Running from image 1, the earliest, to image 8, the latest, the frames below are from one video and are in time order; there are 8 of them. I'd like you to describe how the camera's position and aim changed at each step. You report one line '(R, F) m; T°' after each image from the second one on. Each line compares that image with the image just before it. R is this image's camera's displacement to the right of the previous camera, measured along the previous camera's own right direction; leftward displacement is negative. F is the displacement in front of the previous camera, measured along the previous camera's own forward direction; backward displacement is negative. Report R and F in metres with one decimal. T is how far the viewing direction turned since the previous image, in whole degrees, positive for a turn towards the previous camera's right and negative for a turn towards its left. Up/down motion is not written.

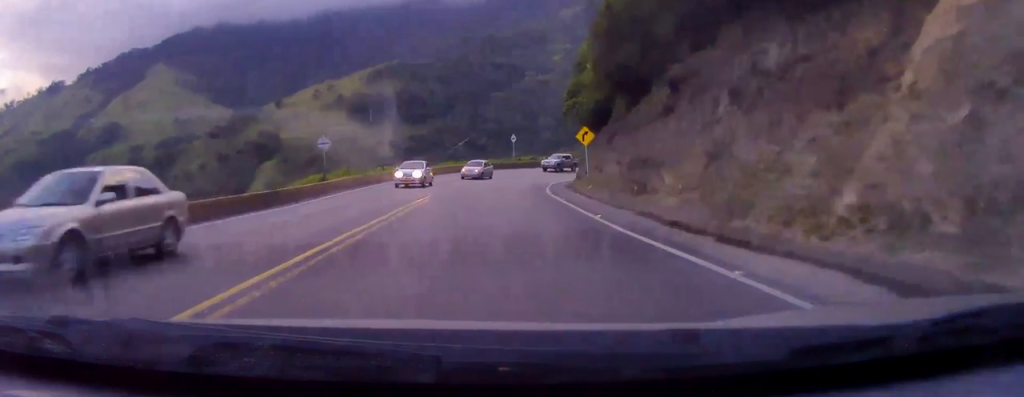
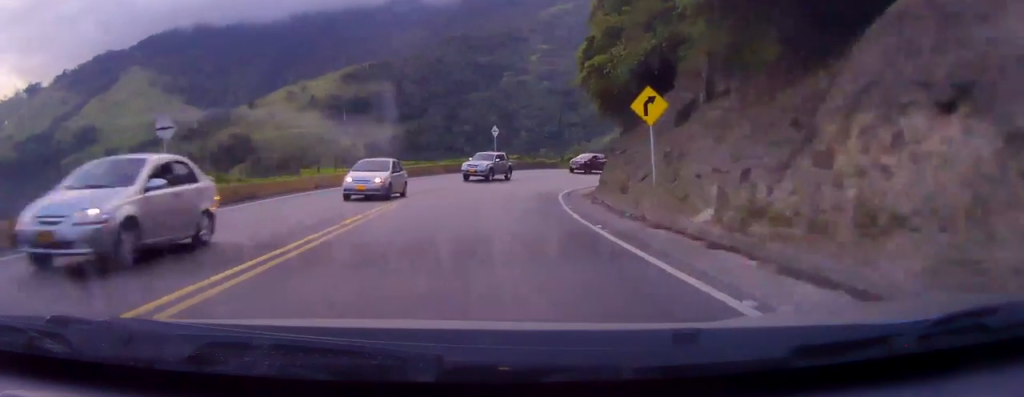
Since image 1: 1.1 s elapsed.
(0.0, +18.6) m; +2°
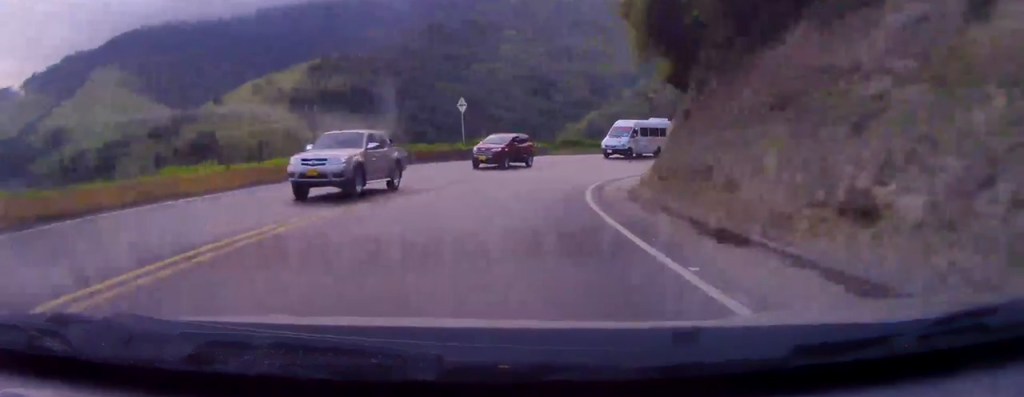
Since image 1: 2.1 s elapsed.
(+0.6, +14.8) m; +4°
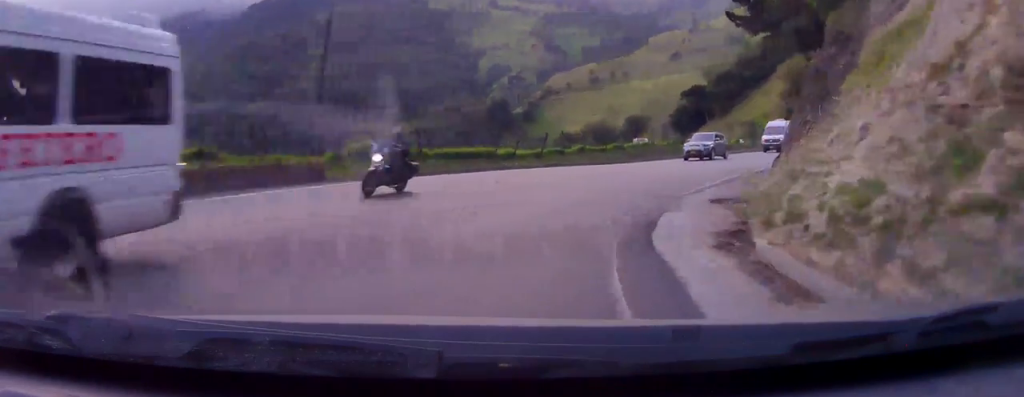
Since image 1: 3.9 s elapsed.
(+2.3, +24.0) m; +12°
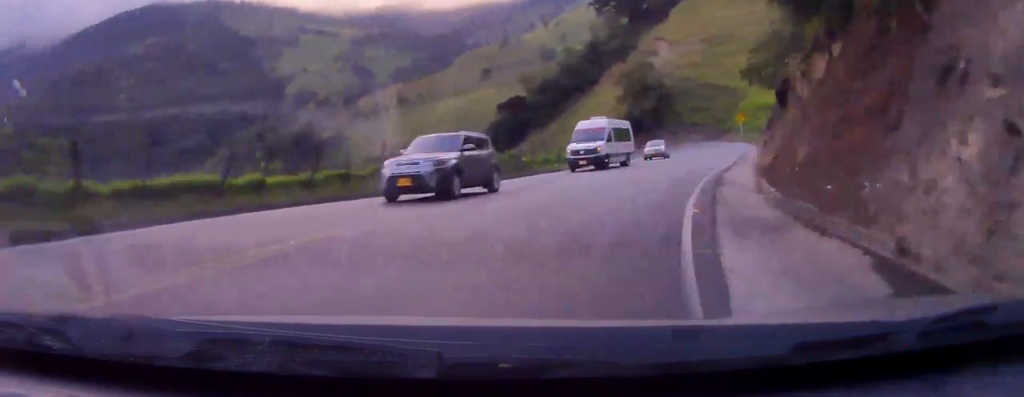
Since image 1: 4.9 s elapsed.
(+0.7, +11.9) m; +16°
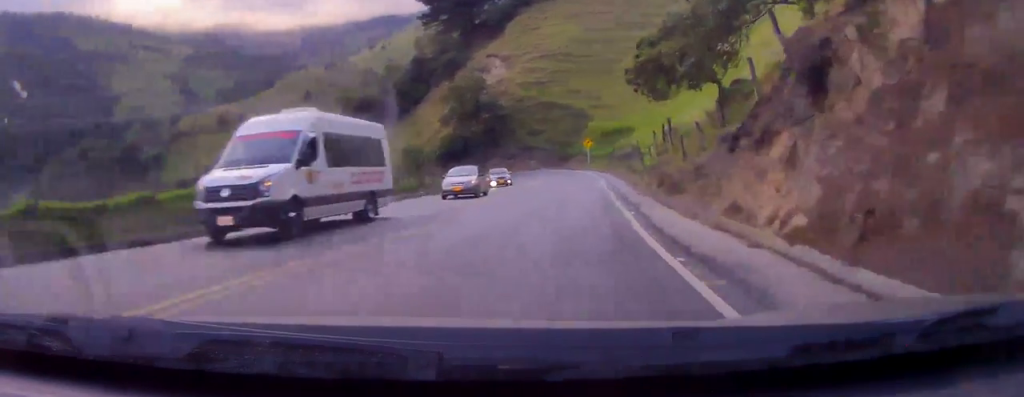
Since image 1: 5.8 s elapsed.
(+2.1, +9.8) m; +18°
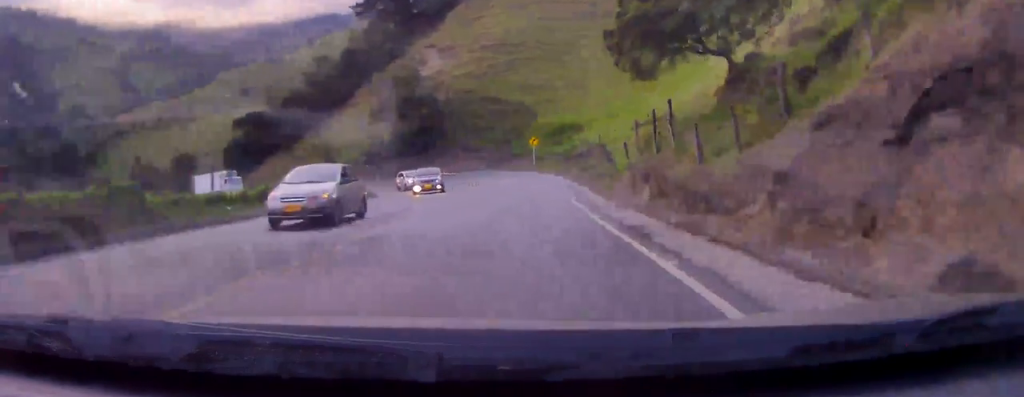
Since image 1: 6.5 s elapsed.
(+1.1, +7.3) m; +8°
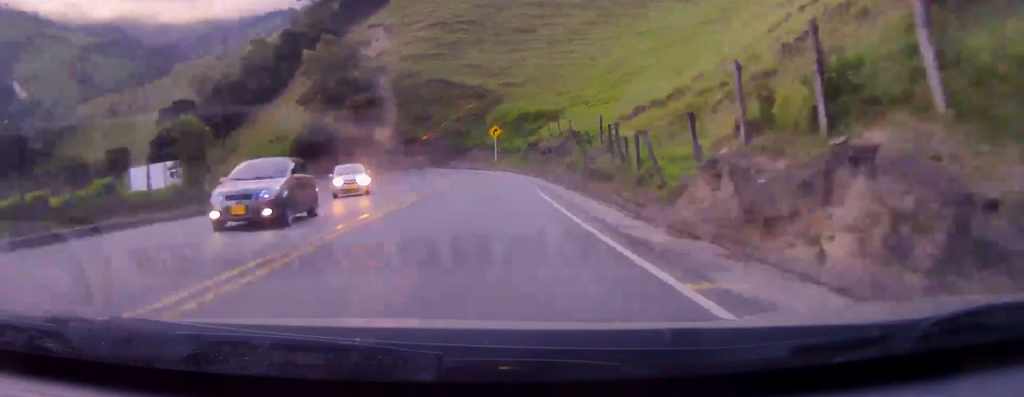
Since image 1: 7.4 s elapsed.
(0.0, +10.8) m; 0°
